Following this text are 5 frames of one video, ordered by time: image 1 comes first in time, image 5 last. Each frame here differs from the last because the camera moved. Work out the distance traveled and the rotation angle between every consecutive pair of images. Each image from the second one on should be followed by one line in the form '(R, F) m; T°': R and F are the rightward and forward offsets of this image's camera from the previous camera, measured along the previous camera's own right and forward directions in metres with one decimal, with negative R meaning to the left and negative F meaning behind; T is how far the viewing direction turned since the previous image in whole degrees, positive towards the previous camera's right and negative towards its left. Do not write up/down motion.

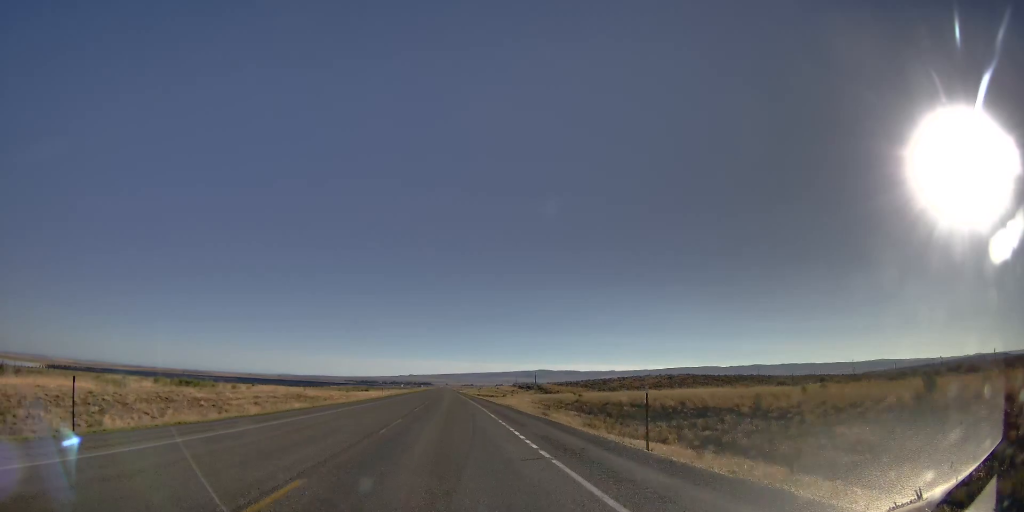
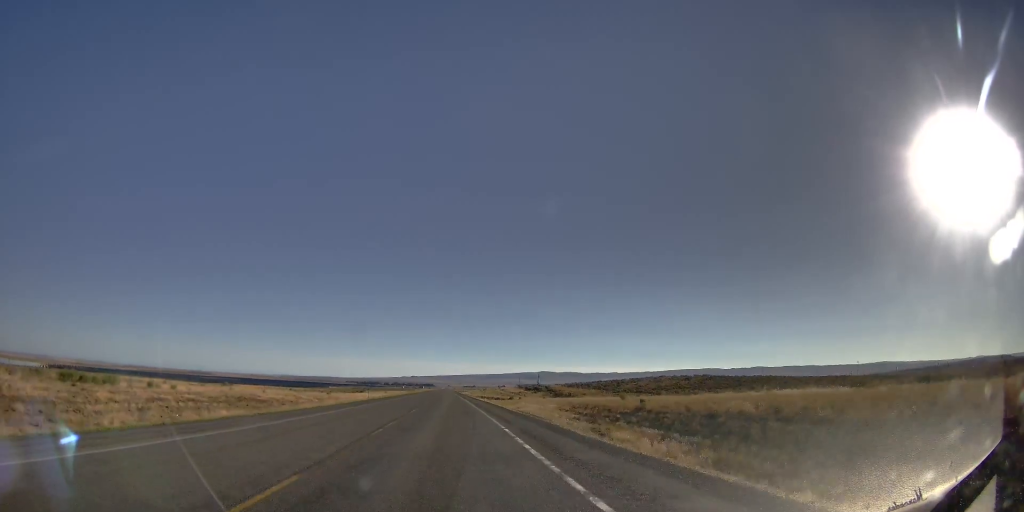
(+0.5, +14.8) m; +1°
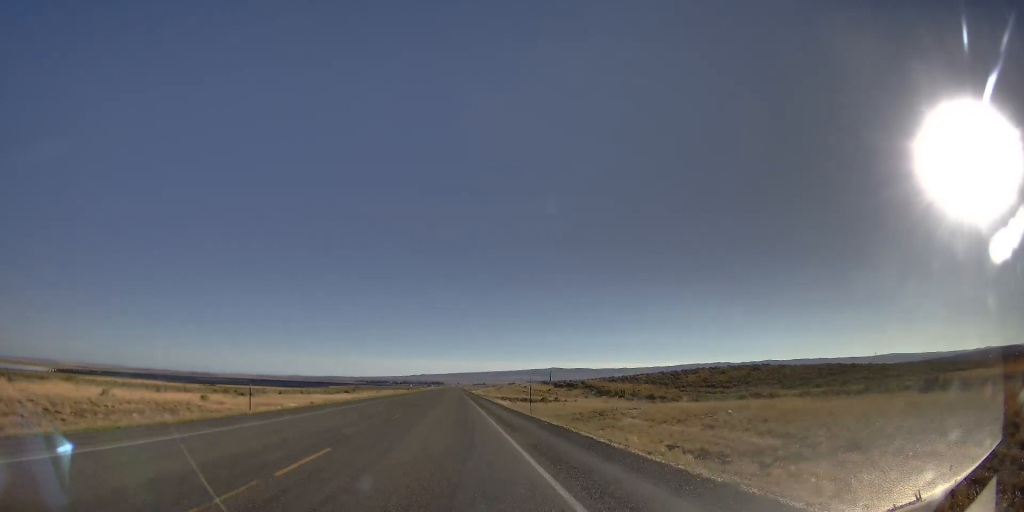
(+0.2, +42.3) m; 0°
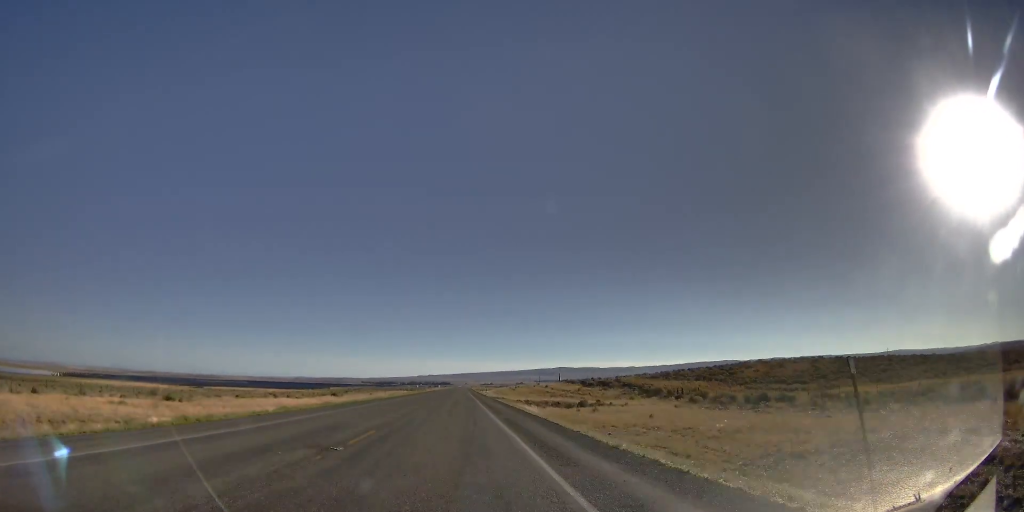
(+0.3, +23.4) m; +2°
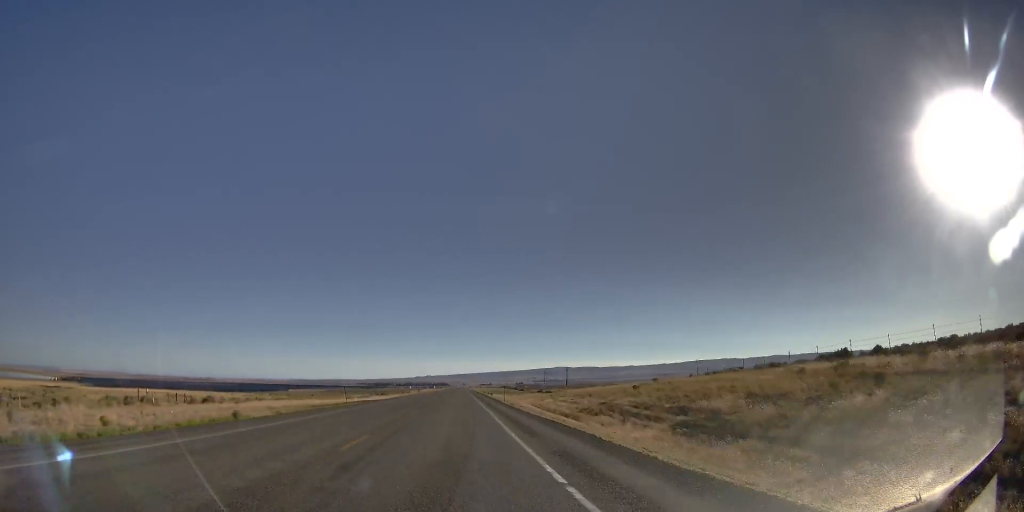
(-1.8, +123.2) m; -3°
